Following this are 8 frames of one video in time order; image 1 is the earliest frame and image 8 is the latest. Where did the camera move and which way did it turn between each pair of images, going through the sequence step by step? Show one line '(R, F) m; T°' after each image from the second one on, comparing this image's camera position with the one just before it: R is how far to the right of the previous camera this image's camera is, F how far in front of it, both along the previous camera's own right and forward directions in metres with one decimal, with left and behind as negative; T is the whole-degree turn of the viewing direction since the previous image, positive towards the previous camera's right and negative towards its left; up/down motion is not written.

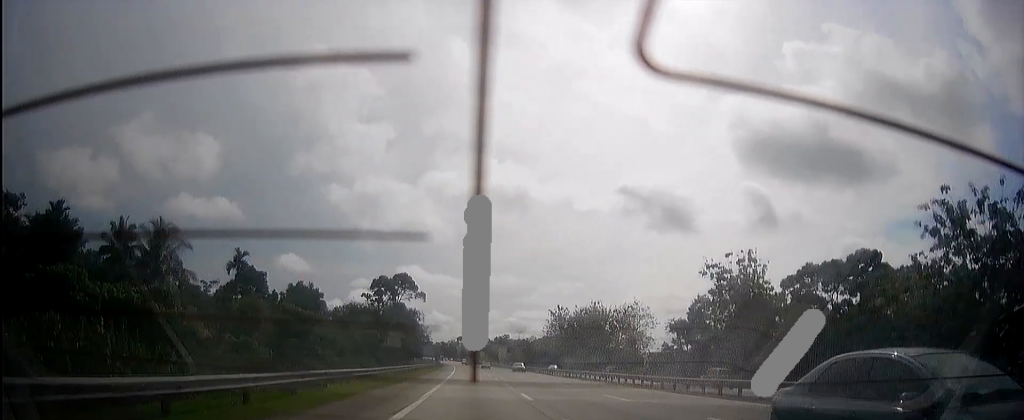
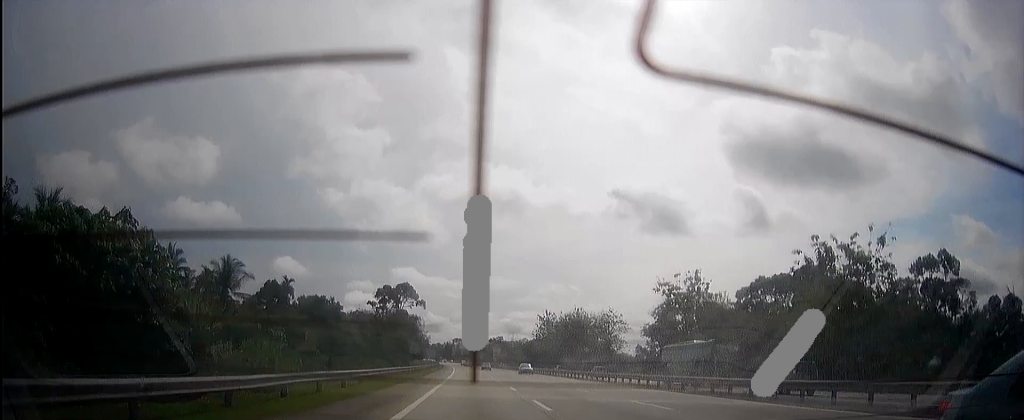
(0.0, +18.0) m; 0°
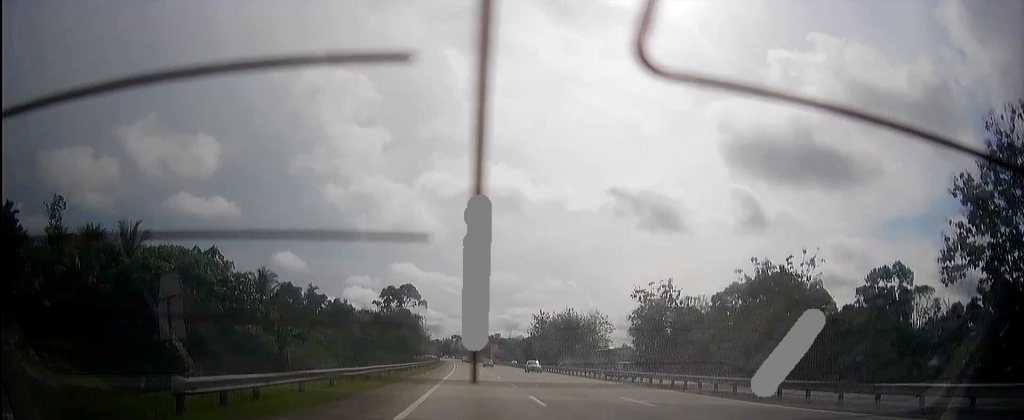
(0.0, +13.6) m; 0°
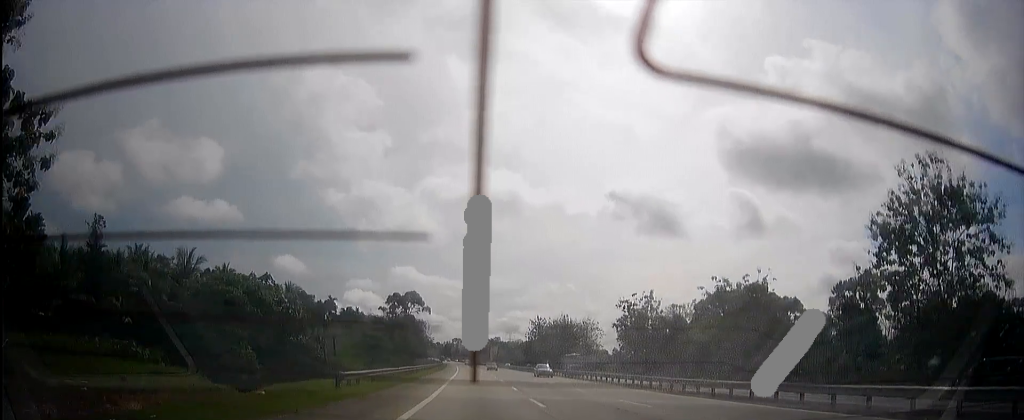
(0.0, +13.6) m; 0°
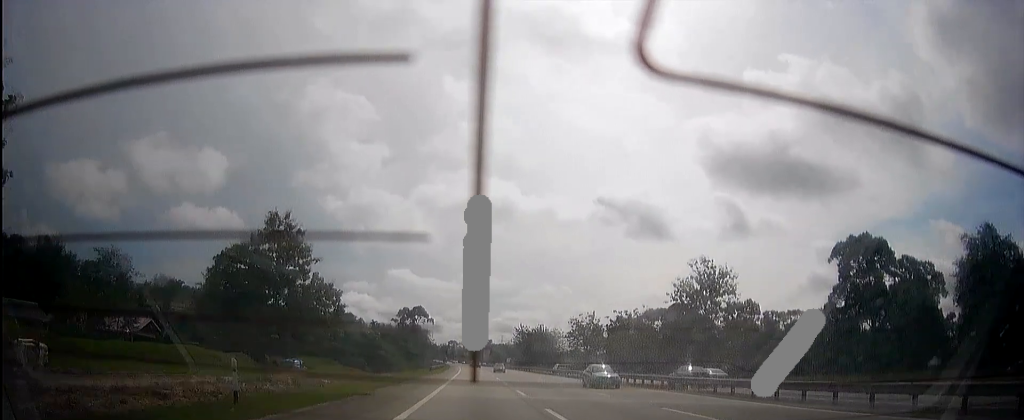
(-0.2, +52.9) m; 0°
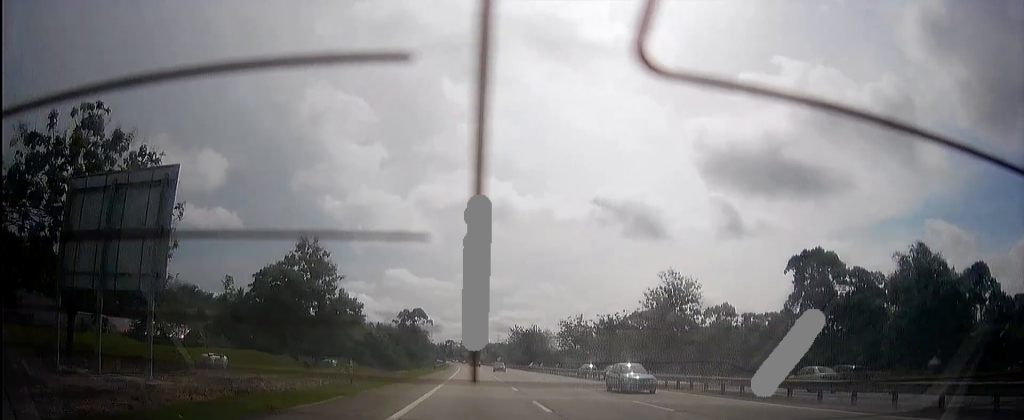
(0.0, +14.8) m; 0°
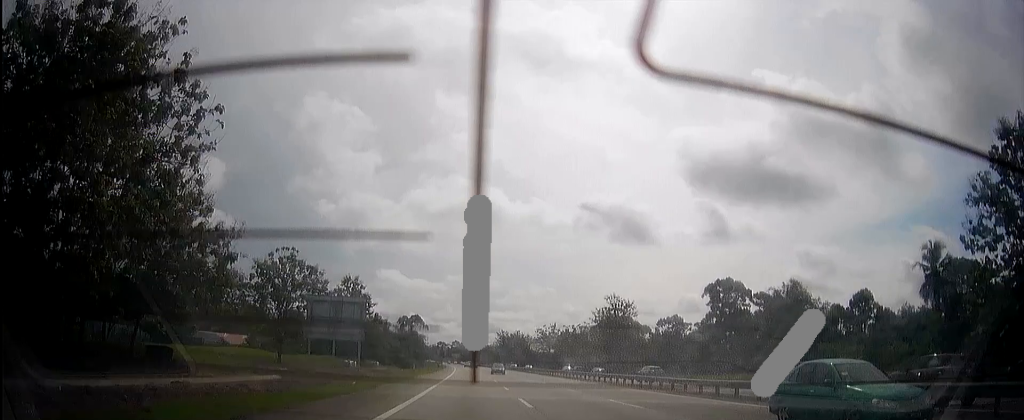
(-0.4, +37.7) m; -1°
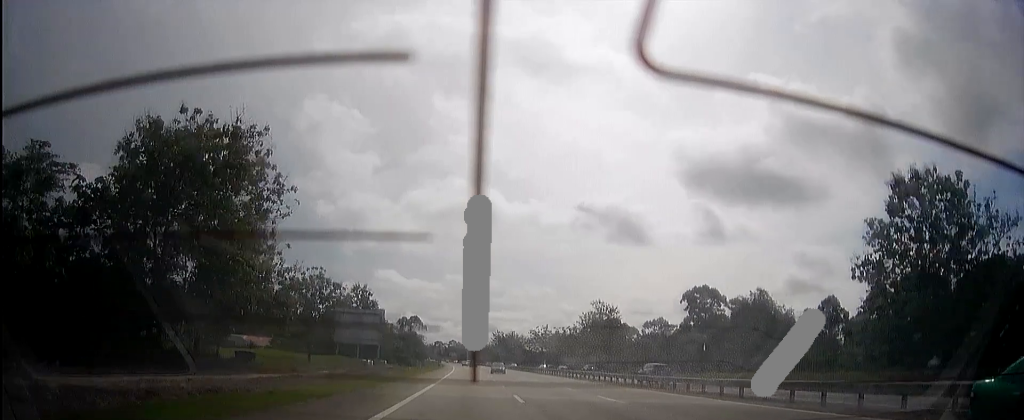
(0.0, +14.5) m; 0°
